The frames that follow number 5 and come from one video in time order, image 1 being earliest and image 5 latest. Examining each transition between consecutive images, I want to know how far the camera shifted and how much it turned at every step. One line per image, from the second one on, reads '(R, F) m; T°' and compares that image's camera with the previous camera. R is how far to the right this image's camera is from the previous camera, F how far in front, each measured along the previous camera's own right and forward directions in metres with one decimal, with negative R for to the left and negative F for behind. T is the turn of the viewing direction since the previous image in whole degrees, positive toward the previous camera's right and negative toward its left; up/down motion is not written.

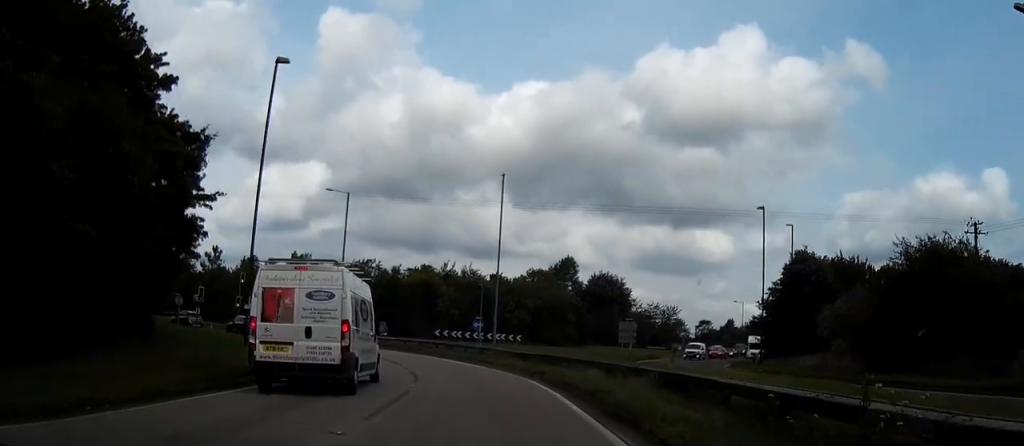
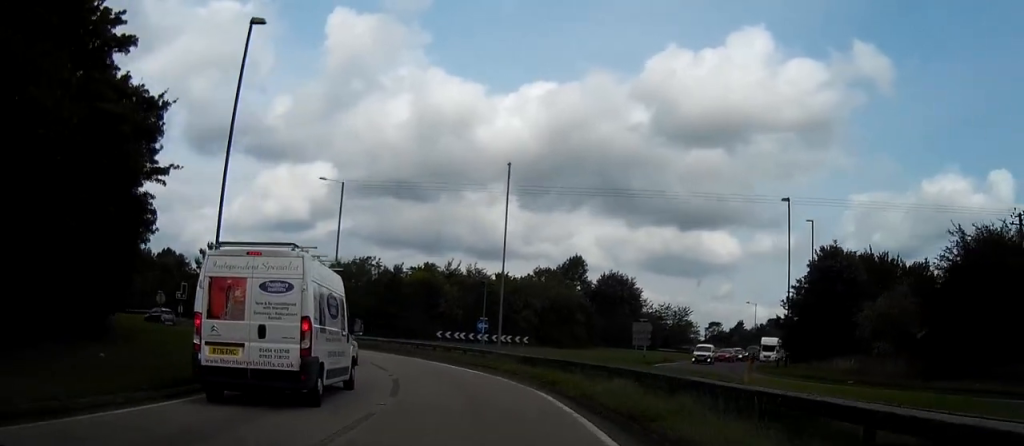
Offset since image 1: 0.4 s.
(0.0, +4.6) m; -1°
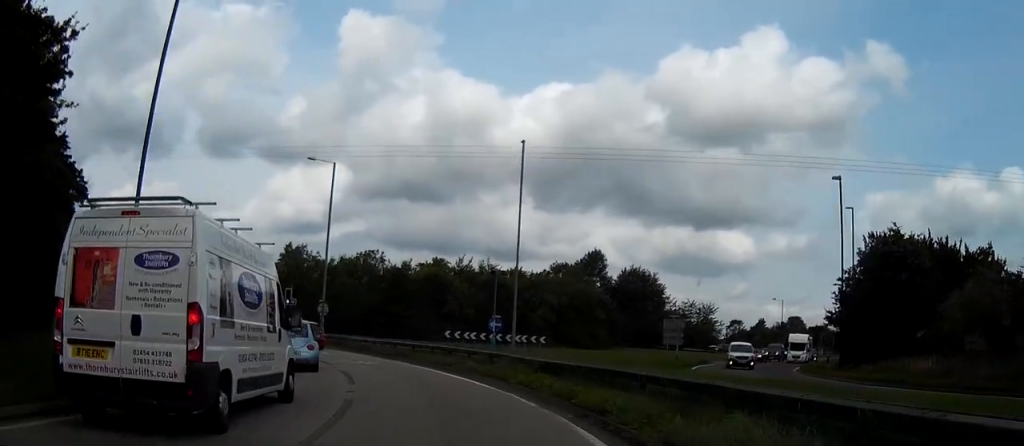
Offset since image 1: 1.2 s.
(-0.1, +7.9) m; -2°
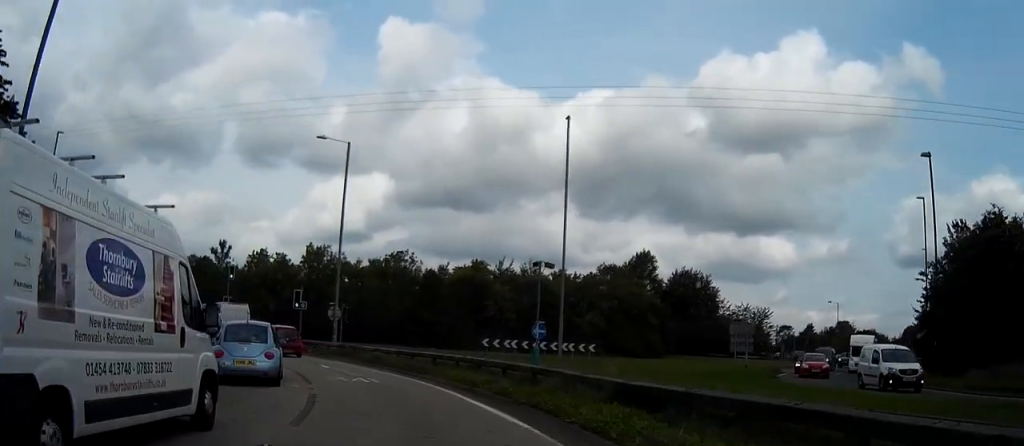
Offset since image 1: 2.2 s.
(-0.2, +8.1) m; -4°
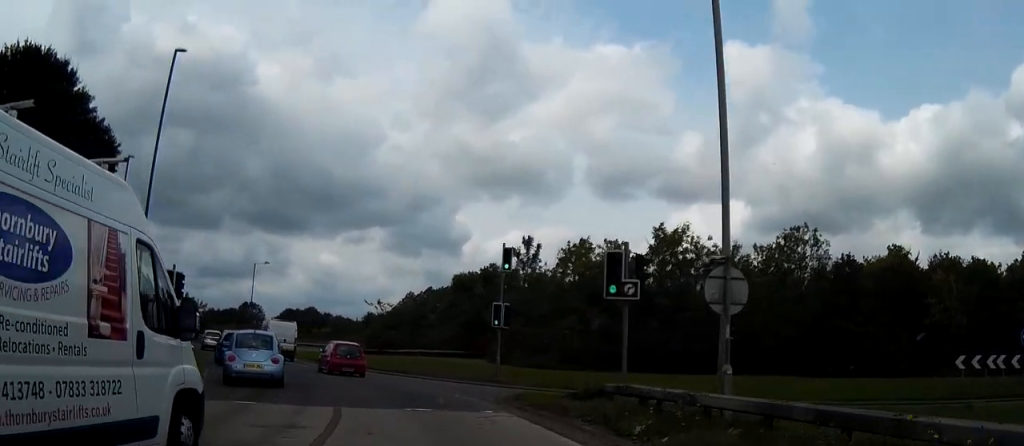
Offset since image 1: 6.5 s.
(-6.1, +28.2) m; -27°
